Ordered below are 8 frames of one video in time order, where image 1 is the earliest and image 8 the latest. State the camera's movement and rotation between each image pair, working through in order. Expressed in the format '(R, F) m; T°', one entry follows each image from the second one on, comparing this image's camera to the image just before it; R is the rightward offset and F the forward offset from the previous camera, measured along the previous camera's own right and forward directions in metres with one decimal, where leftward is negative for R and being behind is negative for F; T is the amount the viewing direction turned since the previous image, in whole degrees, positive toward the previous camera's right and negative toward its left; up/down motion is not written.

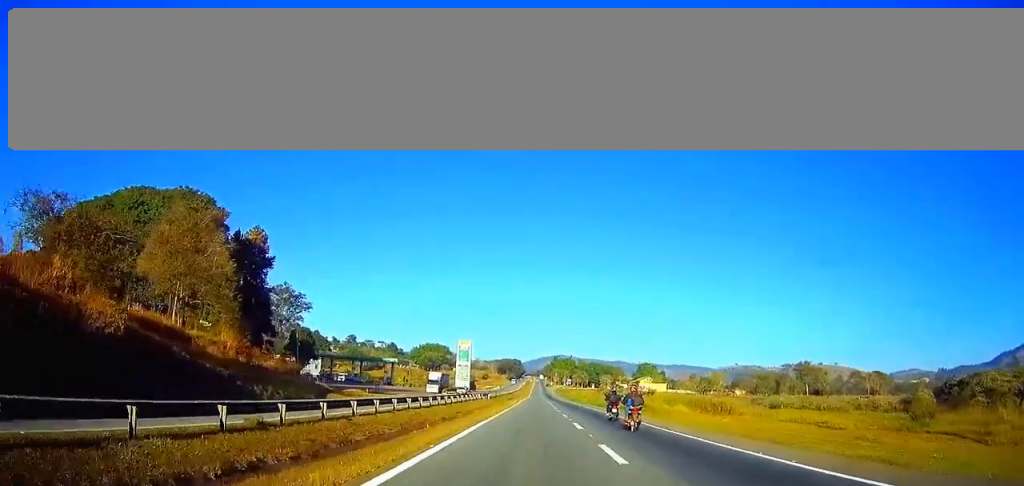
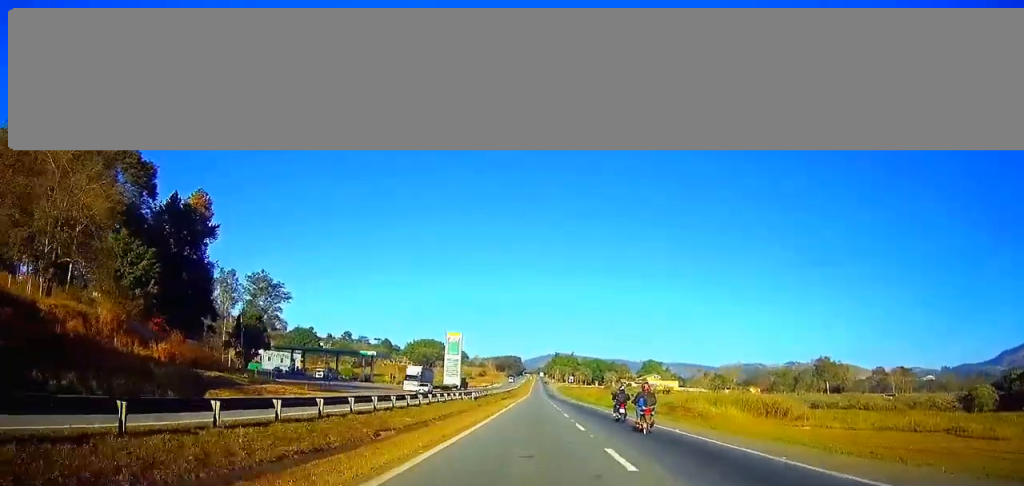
(+0.1, +24.5) m; 0°
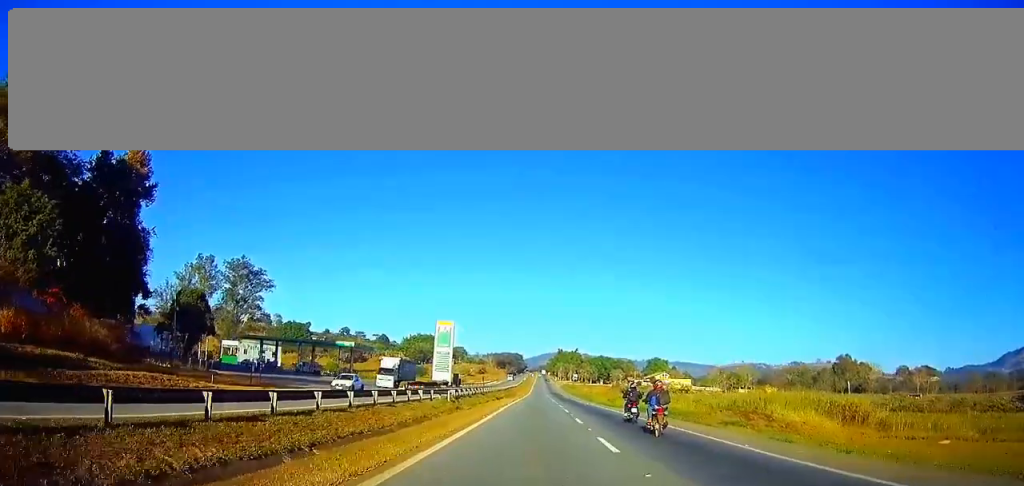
(-0.2, +20.7) m; 0°
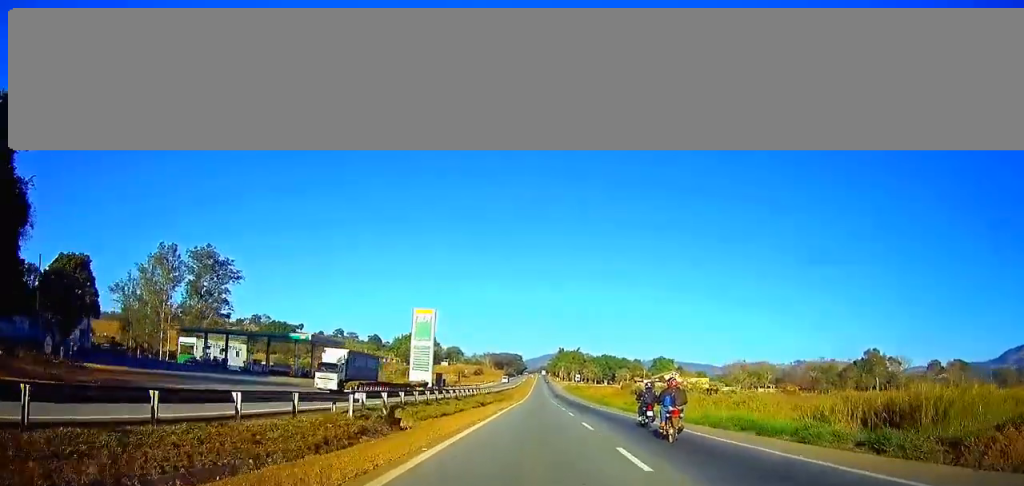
(+0.1, +26.6) m; 0°
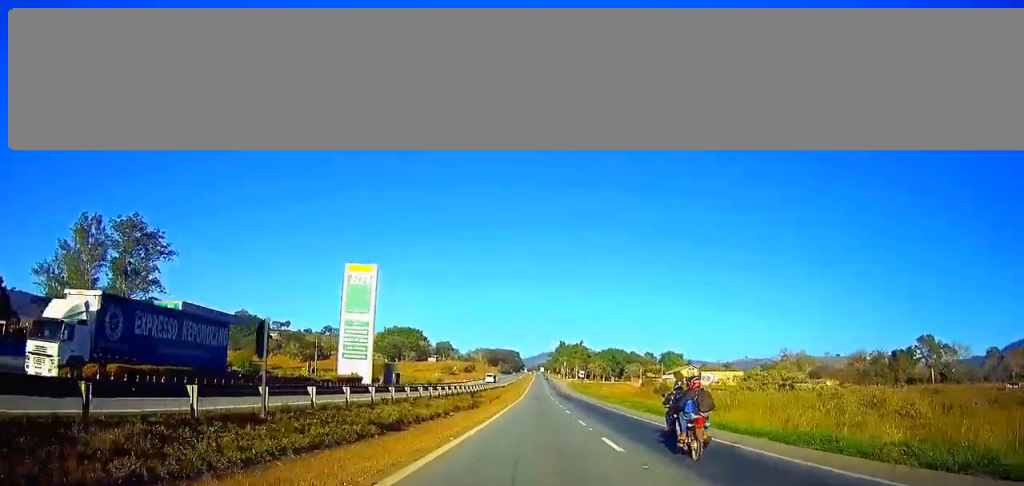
(-0.1, +42.5) m; 0°
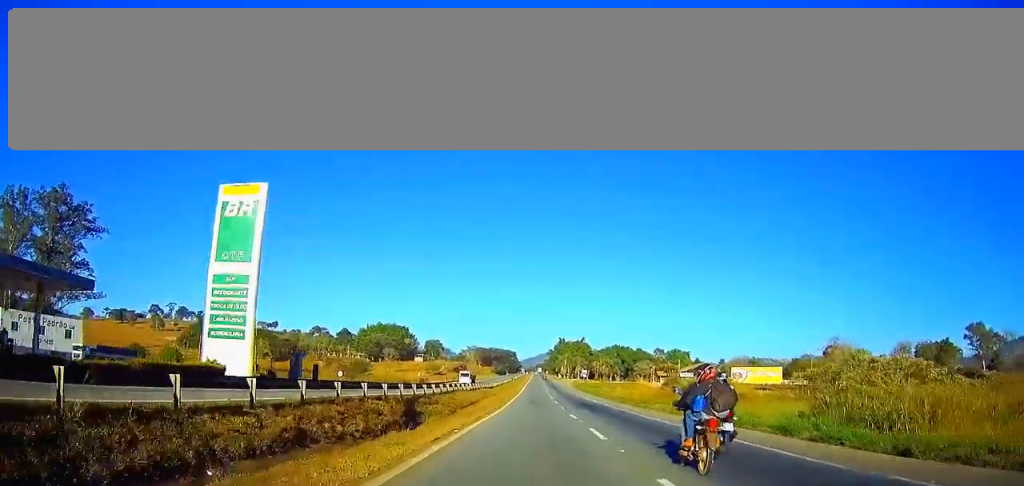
(0.0, +32.6) m; 0°
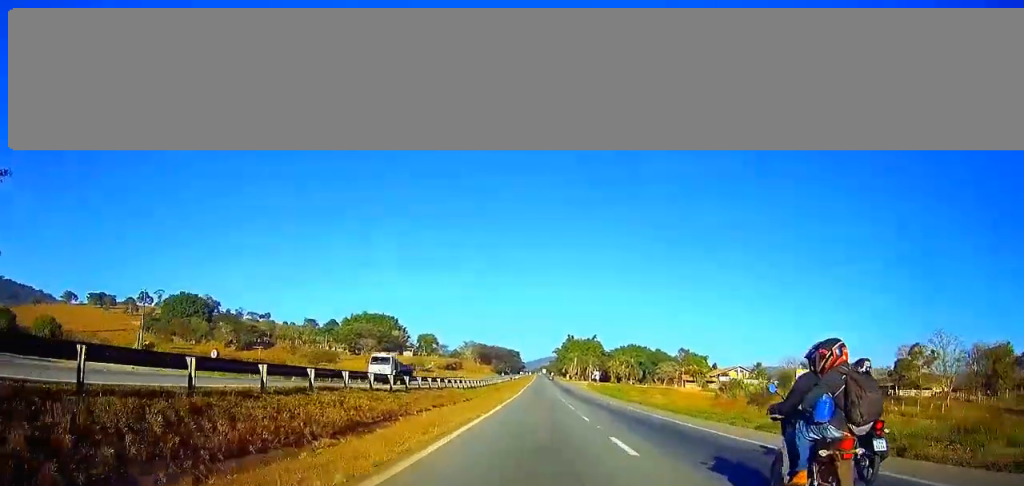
(0.0, +39.5) m; 0°
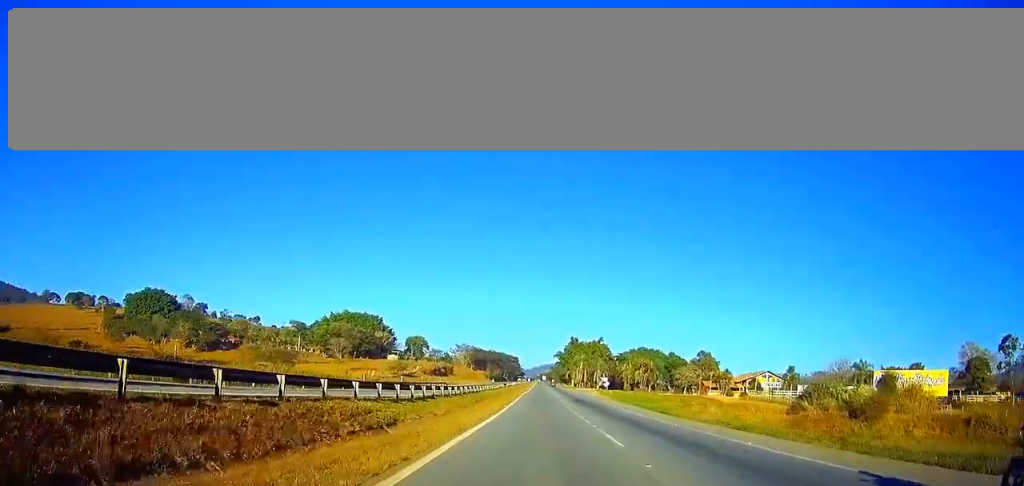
(0.0, +30.7) m; 0°
